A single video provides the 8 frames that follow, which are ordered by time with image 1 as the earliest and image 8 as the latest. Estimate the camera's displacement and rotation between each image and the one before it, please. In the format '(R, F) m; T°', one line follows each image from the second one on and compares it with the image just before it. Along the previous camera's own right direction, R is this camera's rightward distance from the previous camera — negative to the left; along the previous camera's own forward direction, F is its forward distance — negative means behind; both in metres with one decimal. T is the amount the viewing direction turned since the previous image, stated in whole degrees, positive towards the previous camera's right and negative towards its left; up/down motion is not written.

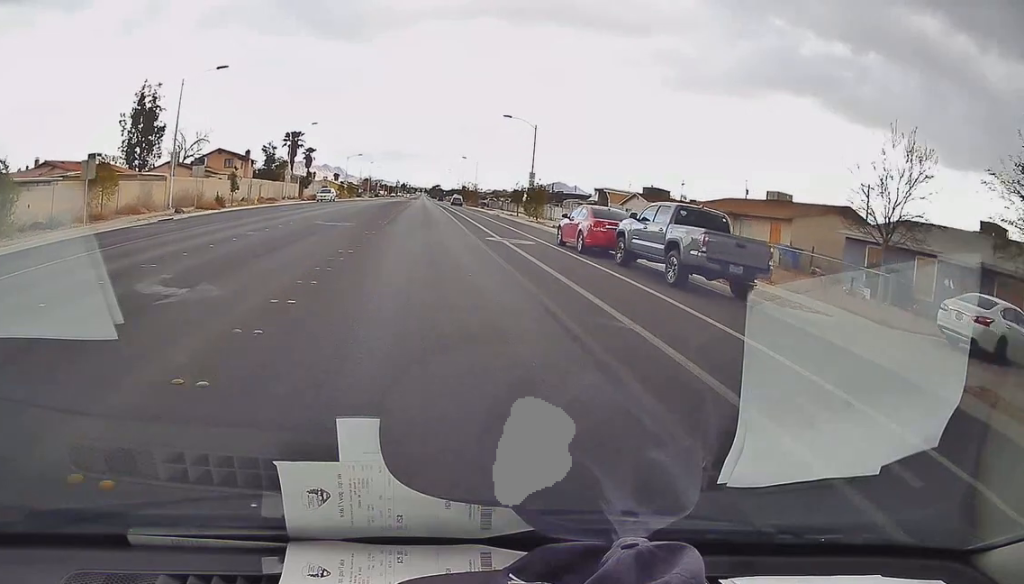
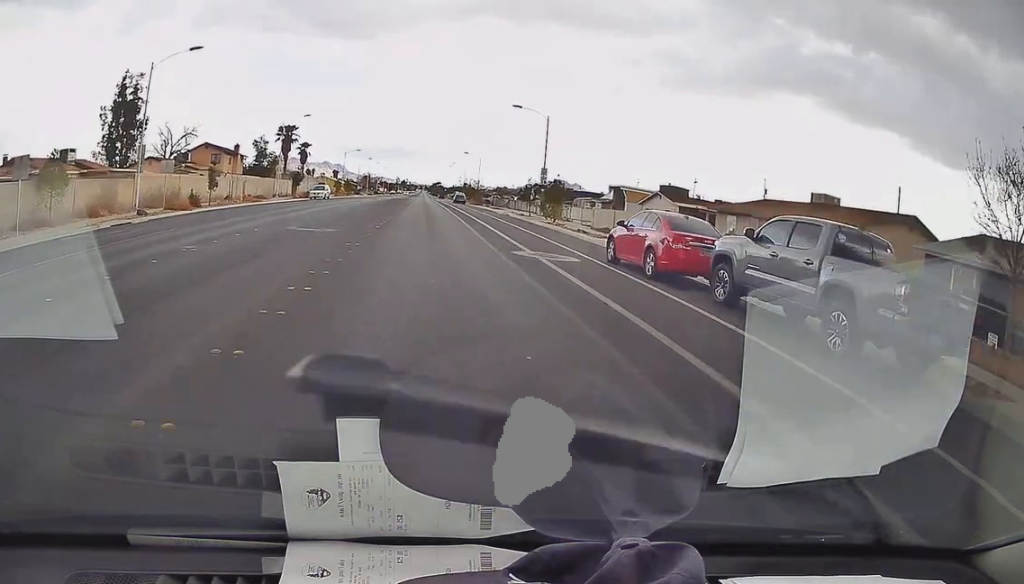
(-0.3, +5.4) m; 0°
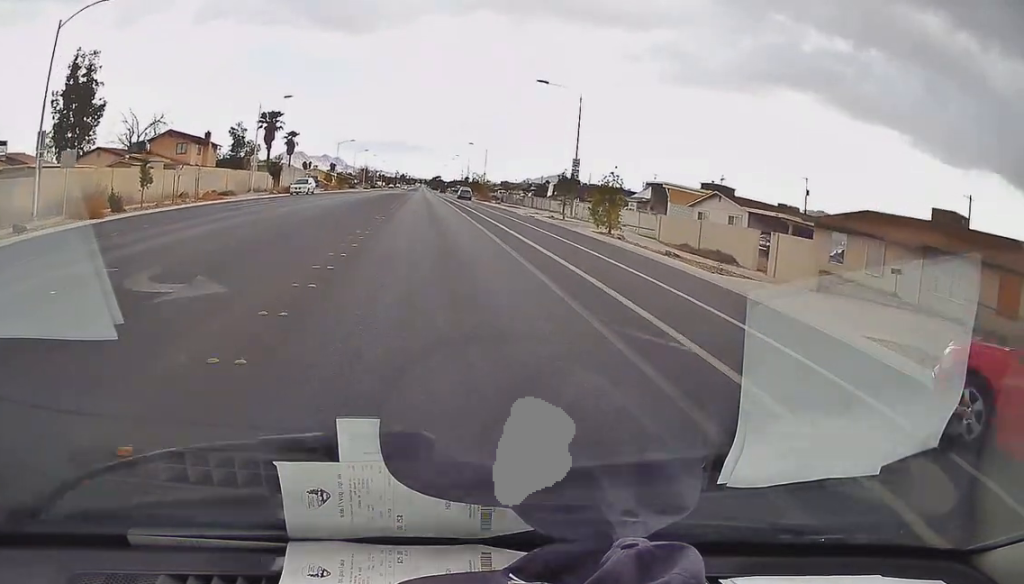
(+0.5, +11.3) m; +3°
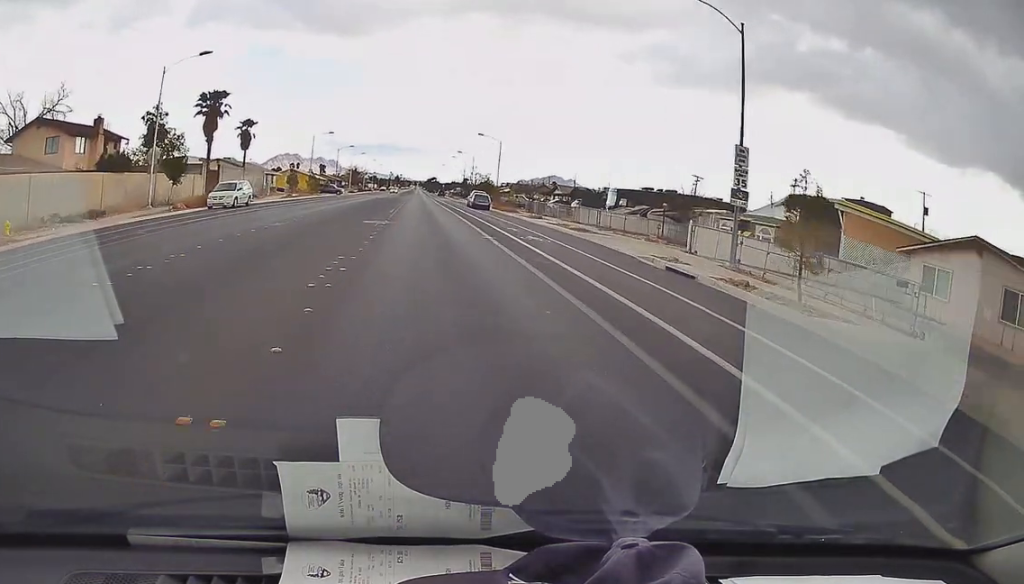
(+0.3, +23.8) m; +3°
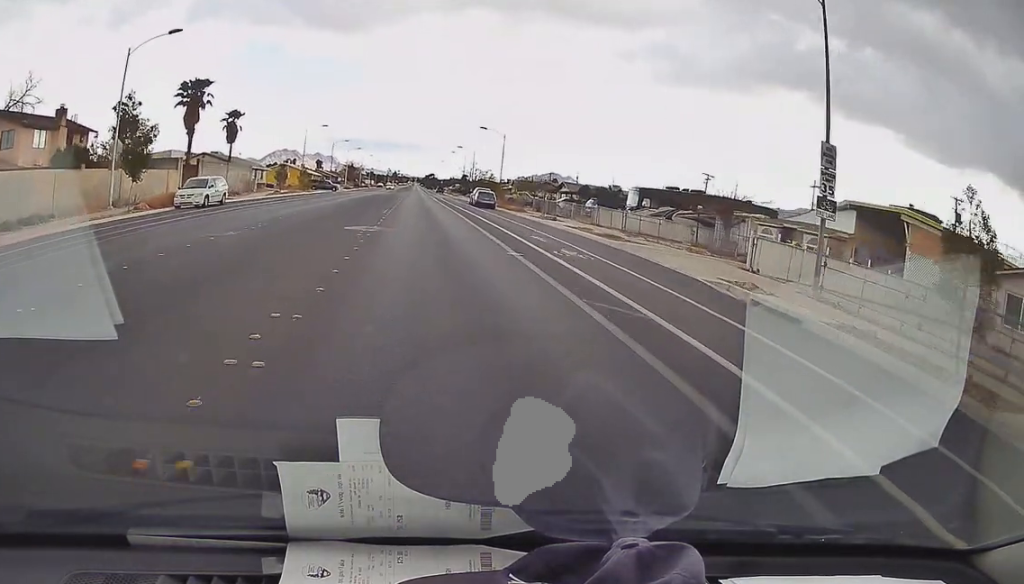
(0.0, +5.1) m; +1°
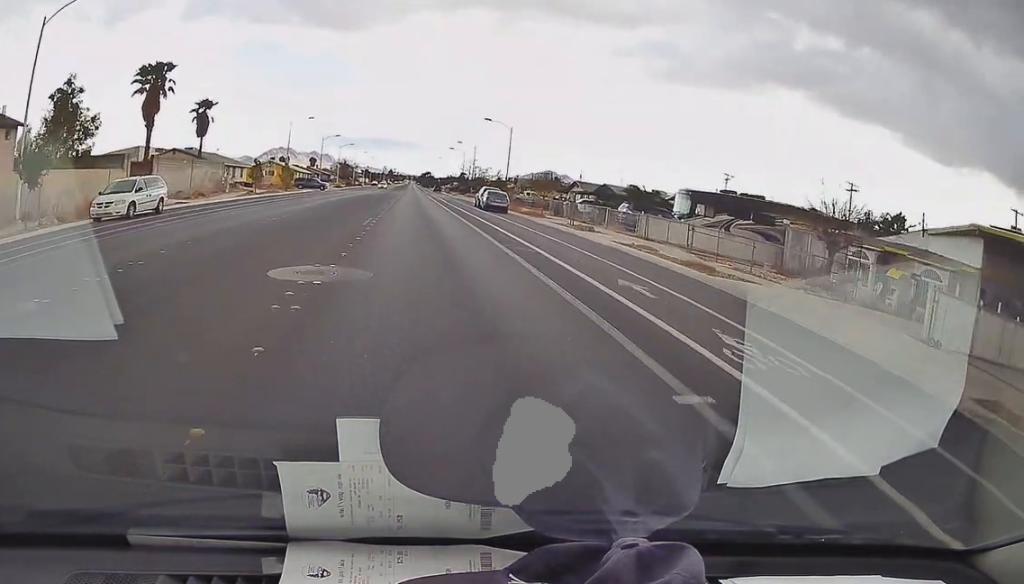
(+0.5, +9.0) m; 0°
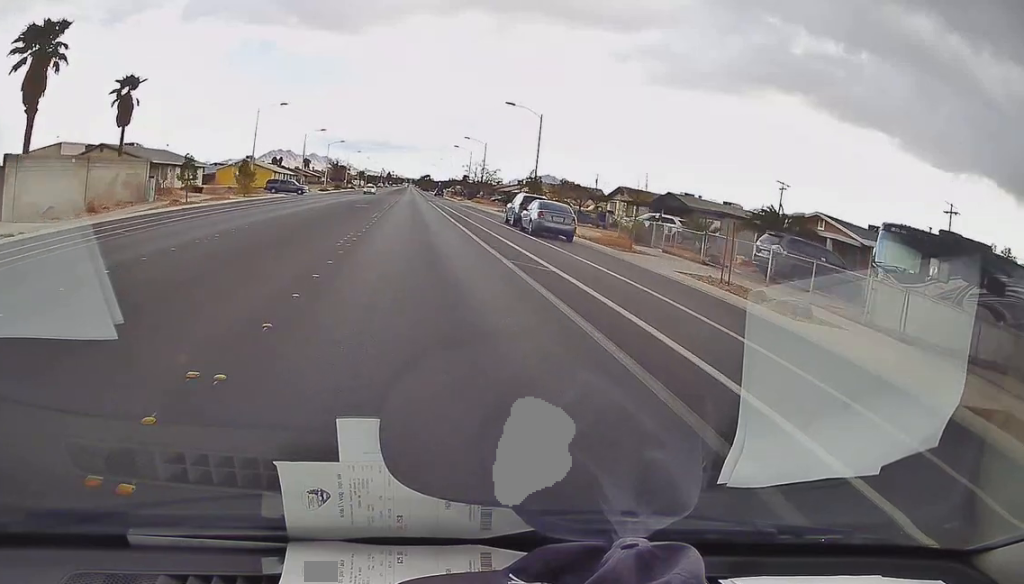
(-0.5, +18.0) m; 0°
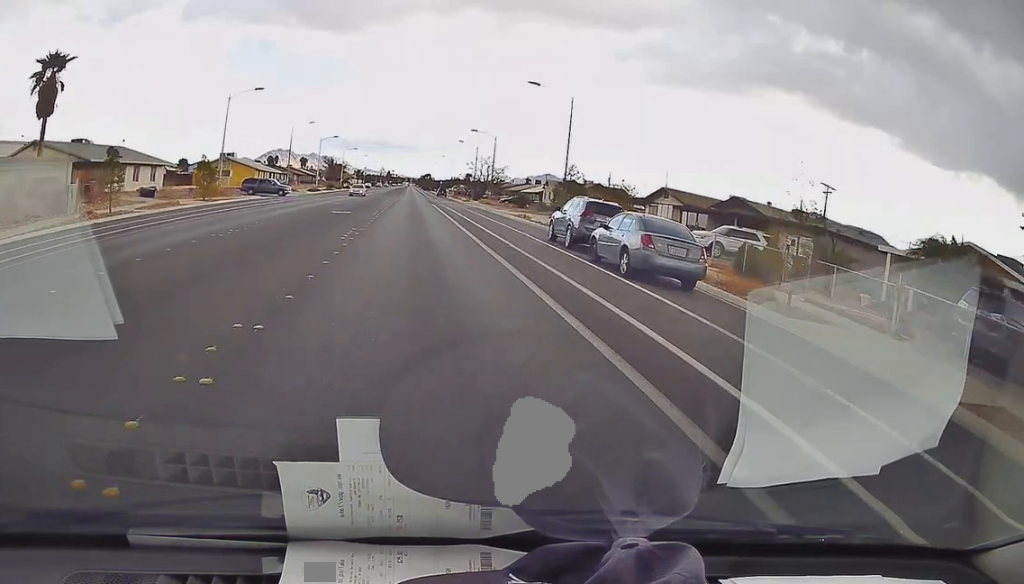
(+0.5, +10.9) m; 0°
